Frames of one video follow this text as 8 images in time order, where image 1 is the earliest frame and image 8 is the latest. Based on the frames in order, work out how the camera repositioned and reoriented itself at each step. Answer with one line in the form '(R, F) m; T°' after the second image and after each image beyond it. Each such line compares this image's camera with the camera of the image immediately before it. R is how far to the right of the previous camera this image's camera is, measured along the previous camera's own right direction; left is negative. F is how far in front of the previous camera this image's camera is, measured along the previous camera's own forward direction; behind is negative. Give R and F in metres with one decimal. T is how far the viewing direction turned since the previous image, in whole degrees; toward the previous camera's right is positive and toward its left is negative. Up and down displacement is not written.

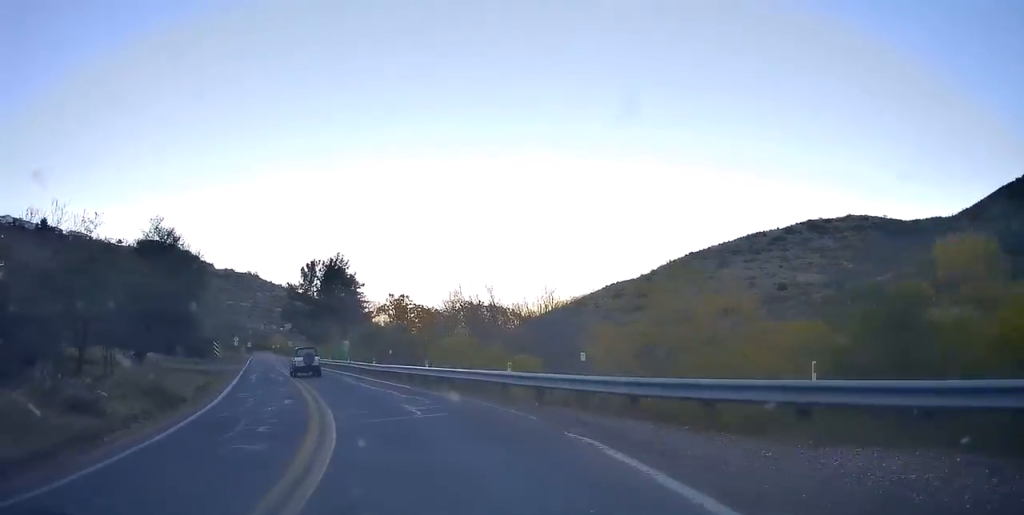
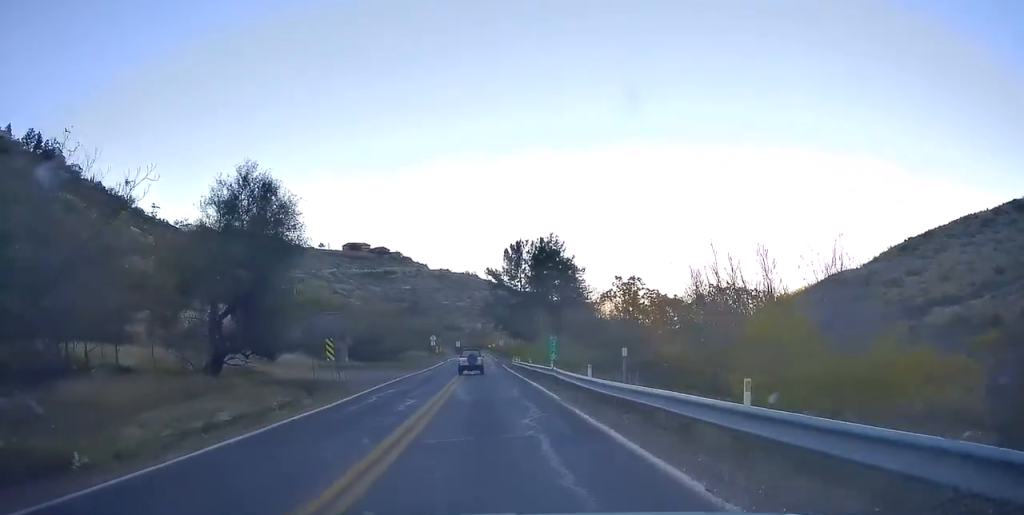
(-3.2, +16.1) m; -15°
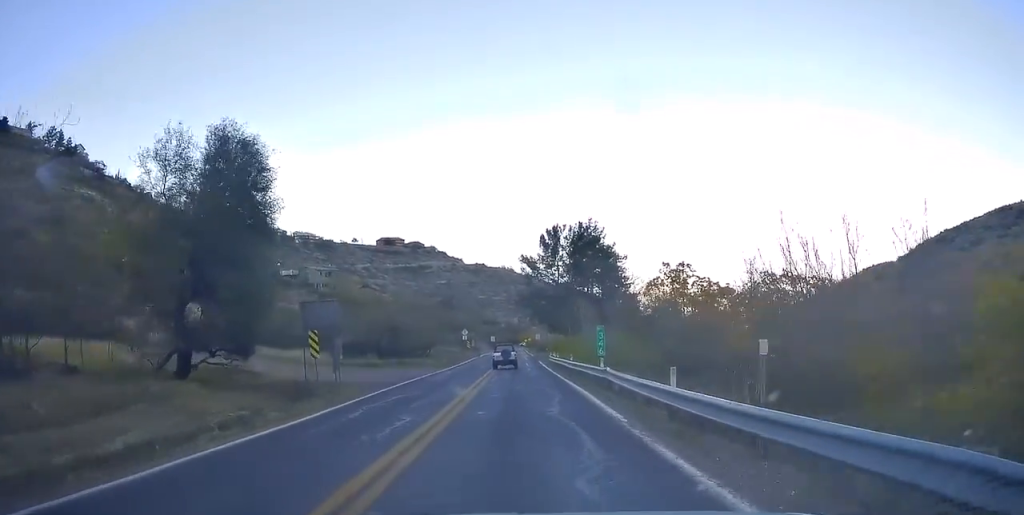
(+0.1, +5.8) m; -3°
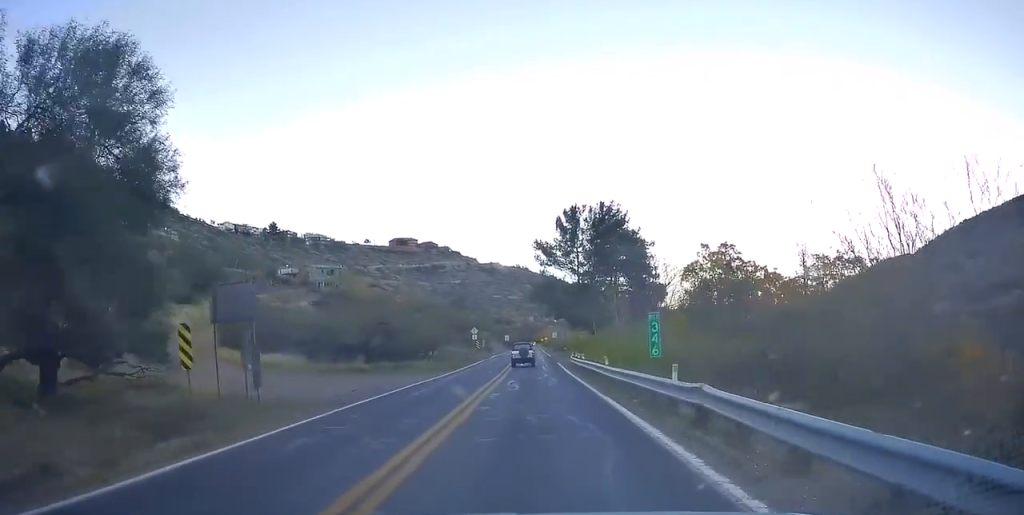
(-0.5, +8.4) m; -2°
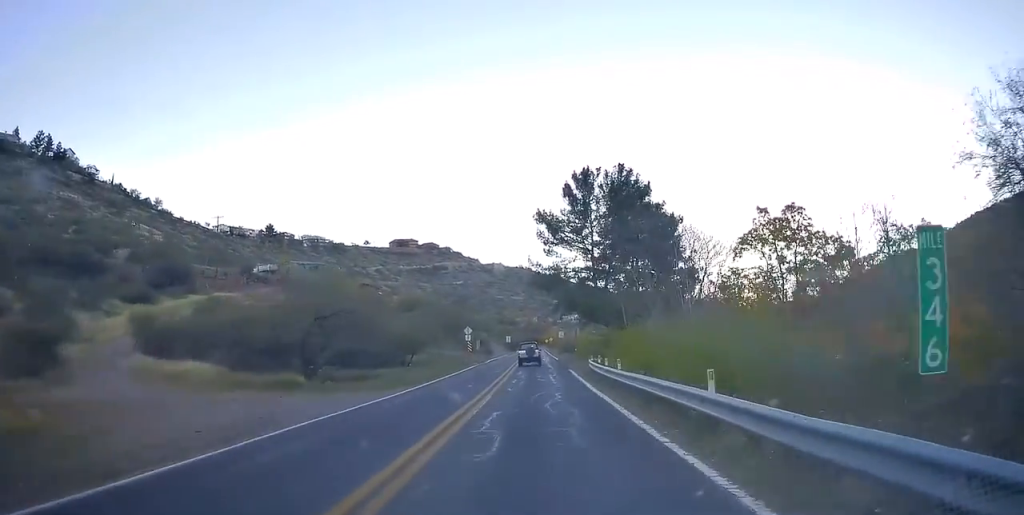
(-0.3, +11.7) m; -2°
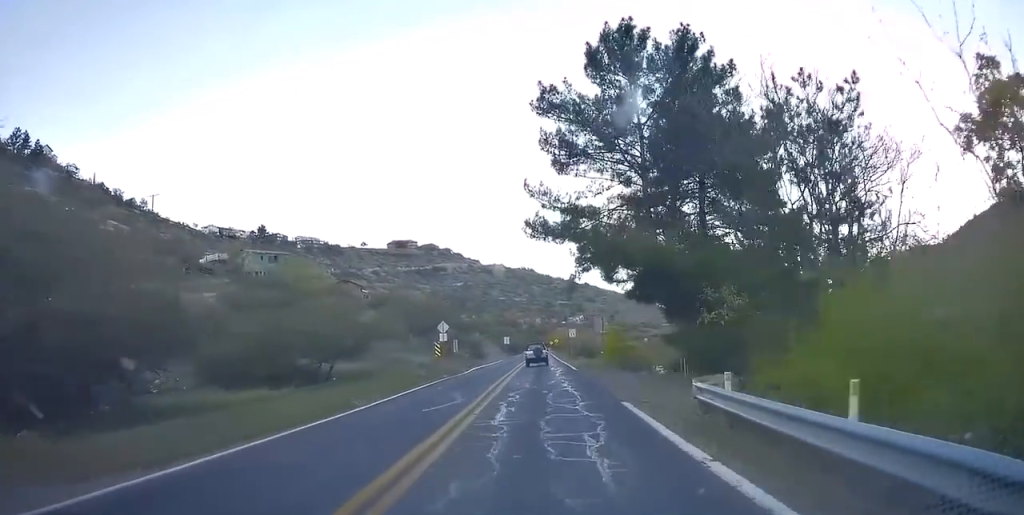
(0.0, +19.8) m; -1°
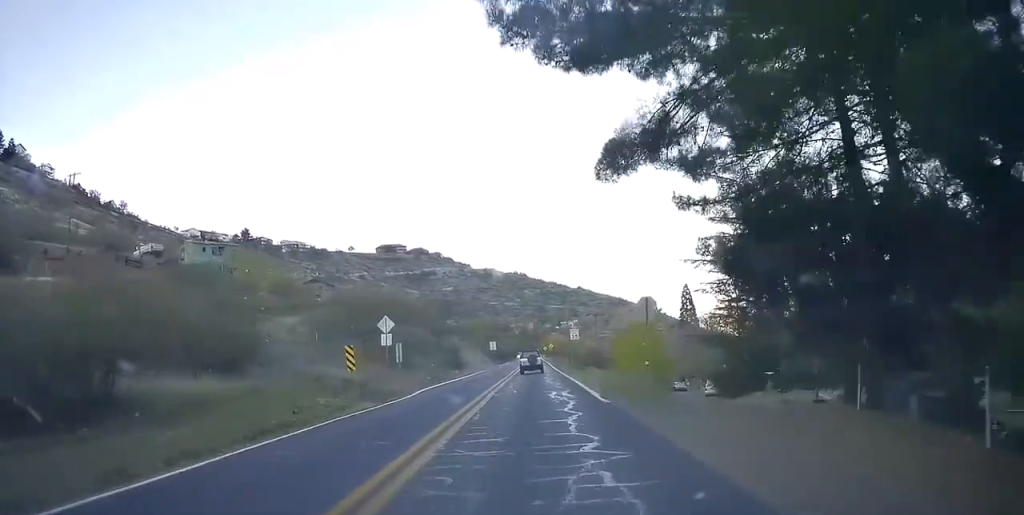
(-0.2, +16.1) m; 0°
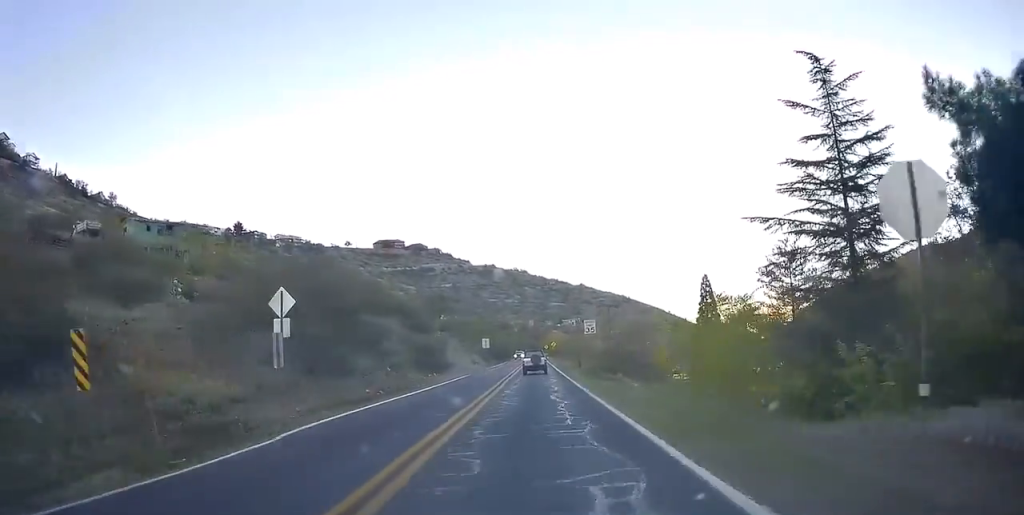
(+0.1, +14.1) m; 0°
